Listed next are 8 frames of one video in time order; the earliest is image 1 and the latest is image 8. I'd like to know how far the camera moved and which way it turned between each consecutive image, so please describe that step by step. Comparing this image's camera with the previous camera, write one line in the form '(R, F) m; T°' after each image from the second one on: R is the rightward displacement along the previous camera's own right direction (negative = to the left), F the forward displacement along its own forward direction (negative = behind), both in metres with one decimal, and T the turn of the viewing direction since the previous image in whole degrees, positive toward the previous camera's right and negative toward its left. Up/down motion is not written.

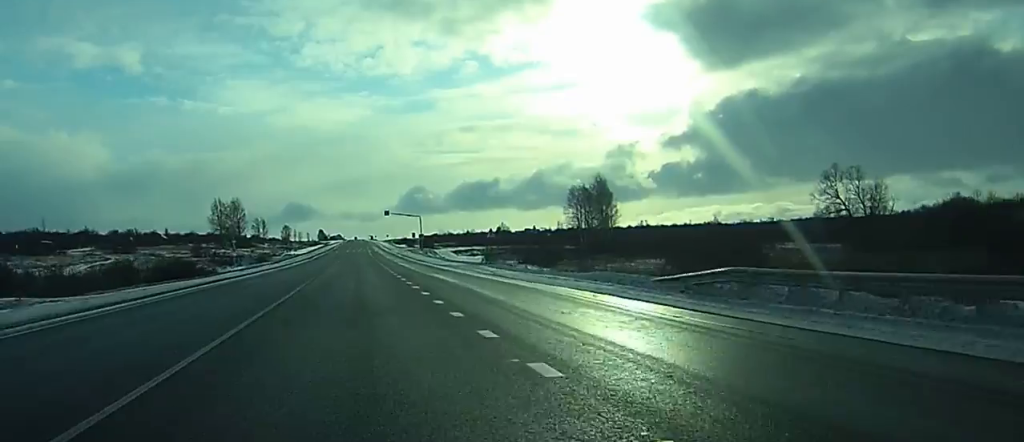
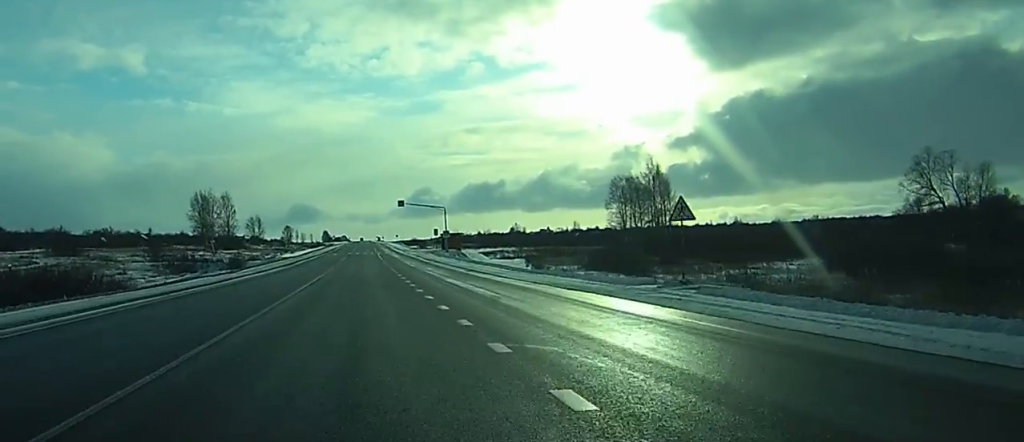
(0.0, +37.4) m; 0°
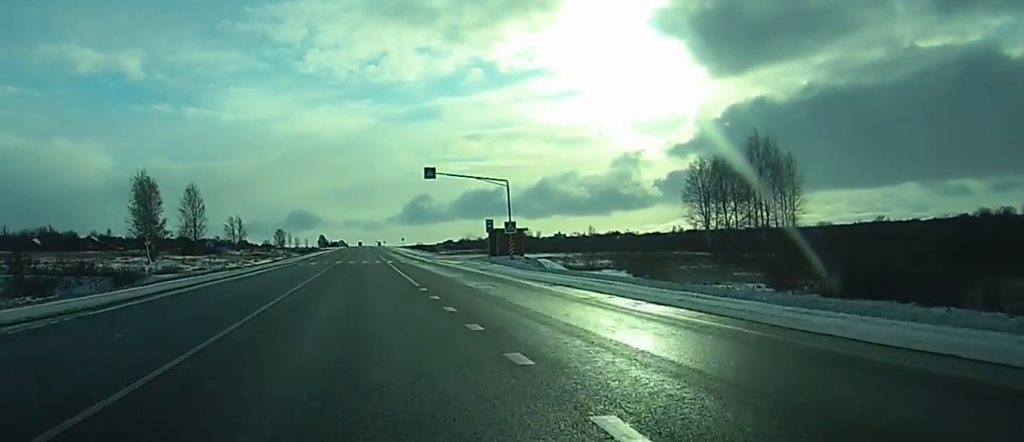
(0.0, +52.9) m; 0°
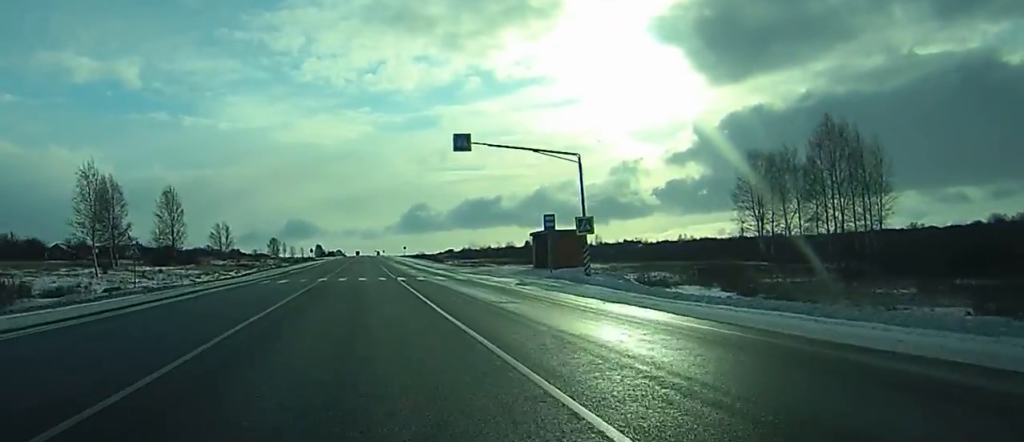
(0.0, +23.4) m; 0°
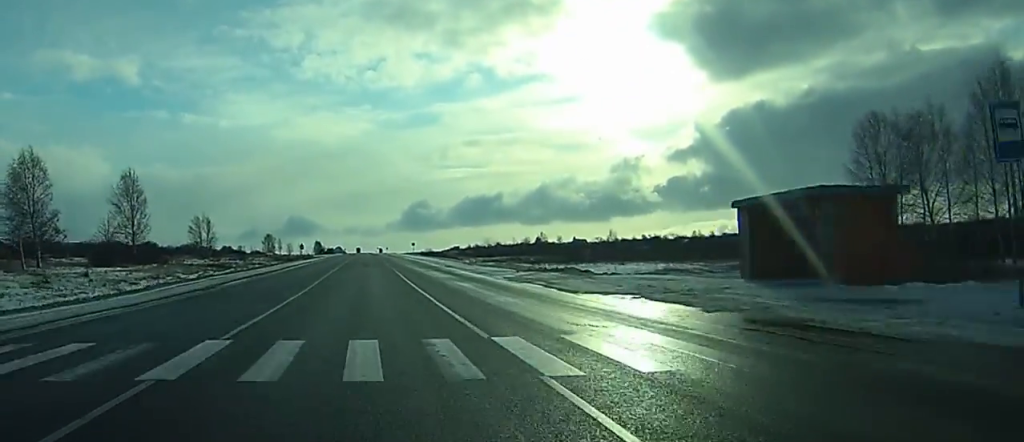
(0.0, +35.0) m; 0°
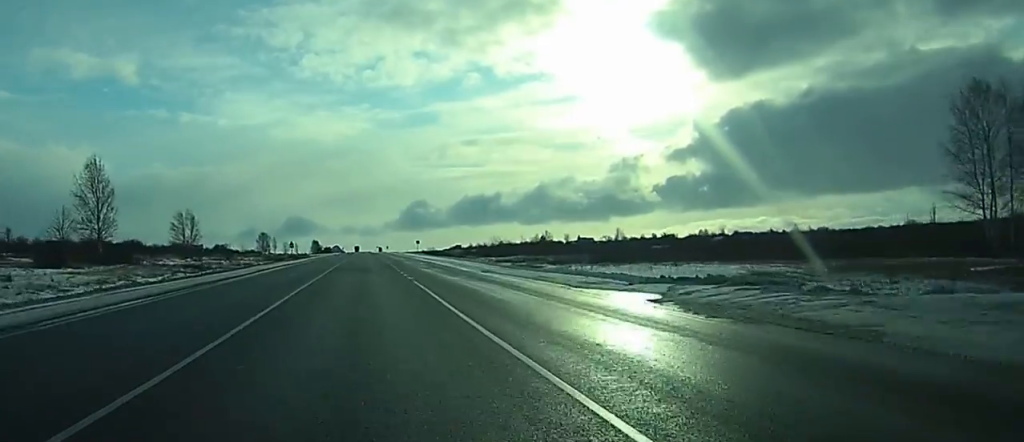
(0.0, +20.5) m; 0°
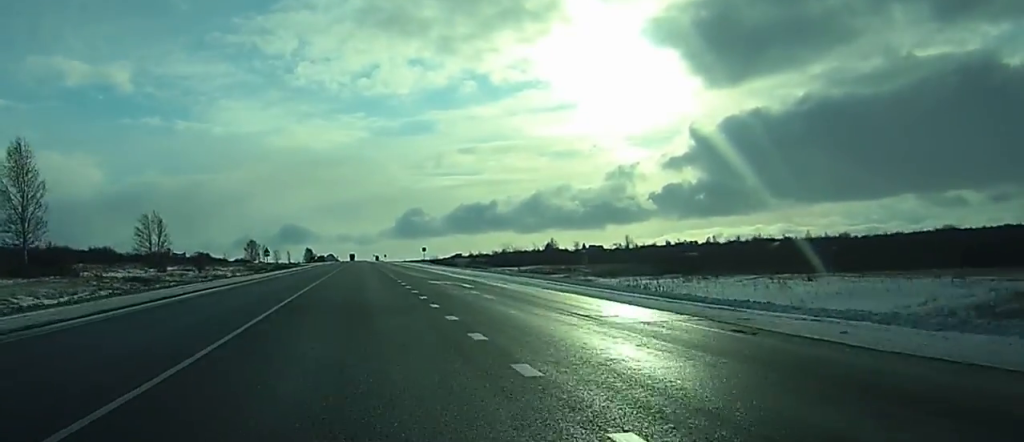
(+0.1, +30.3) m; +1°
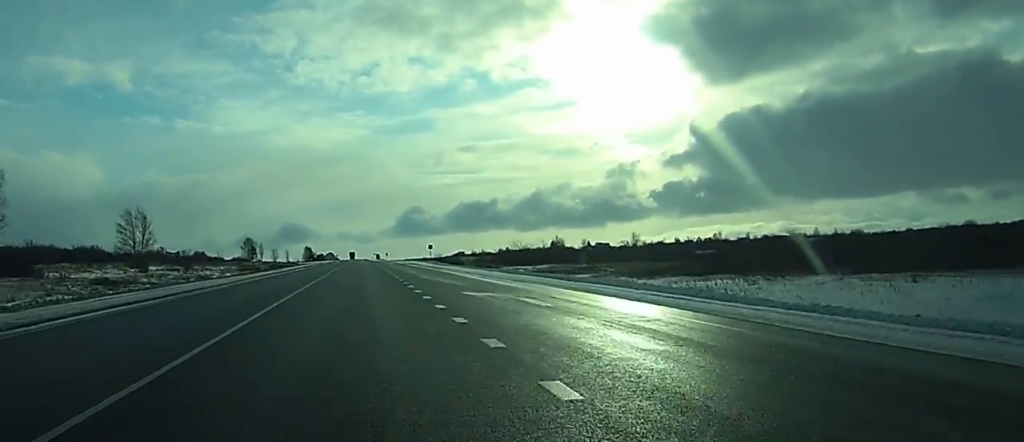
(+0.1, +13.8) m; 0°
